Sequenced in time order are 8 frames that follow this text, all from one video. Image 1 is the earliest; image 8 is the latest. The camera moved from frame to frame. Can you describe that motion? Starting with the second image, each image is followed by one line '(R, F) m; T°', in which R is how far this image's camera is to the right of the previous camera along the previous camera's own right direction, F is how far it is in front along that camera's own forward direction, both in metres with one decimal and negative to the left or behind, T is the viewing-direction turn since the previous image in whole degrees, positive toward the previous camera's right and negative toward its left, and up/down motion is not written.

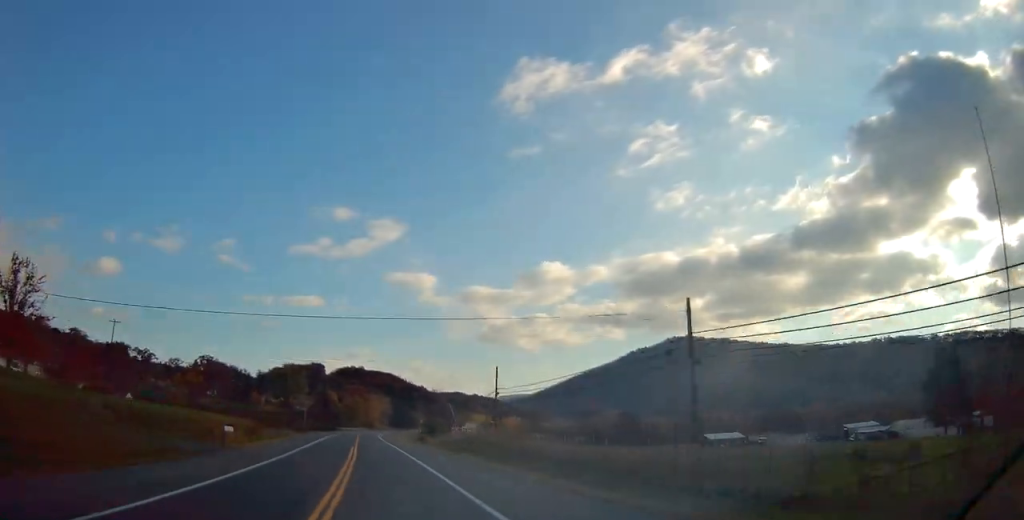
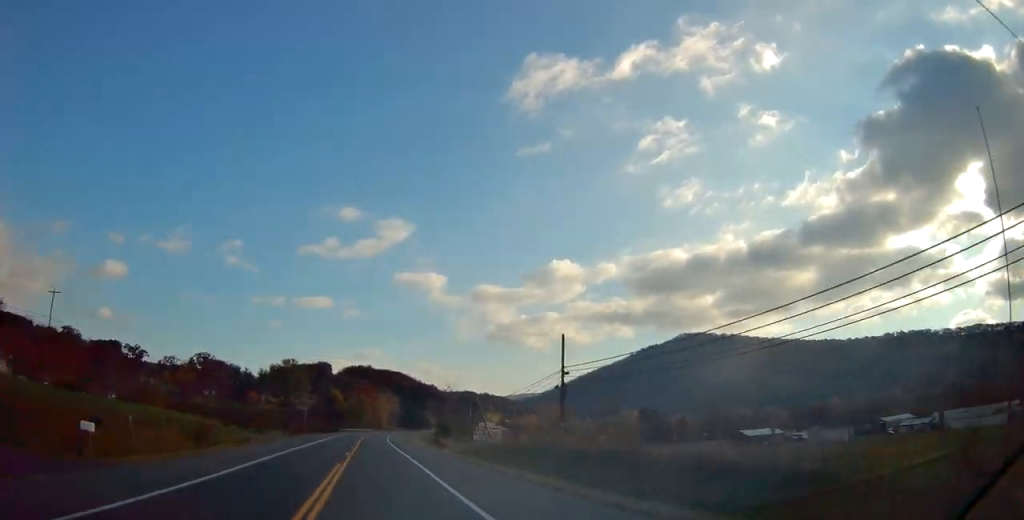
(-0.3, +19.6) m; -1°
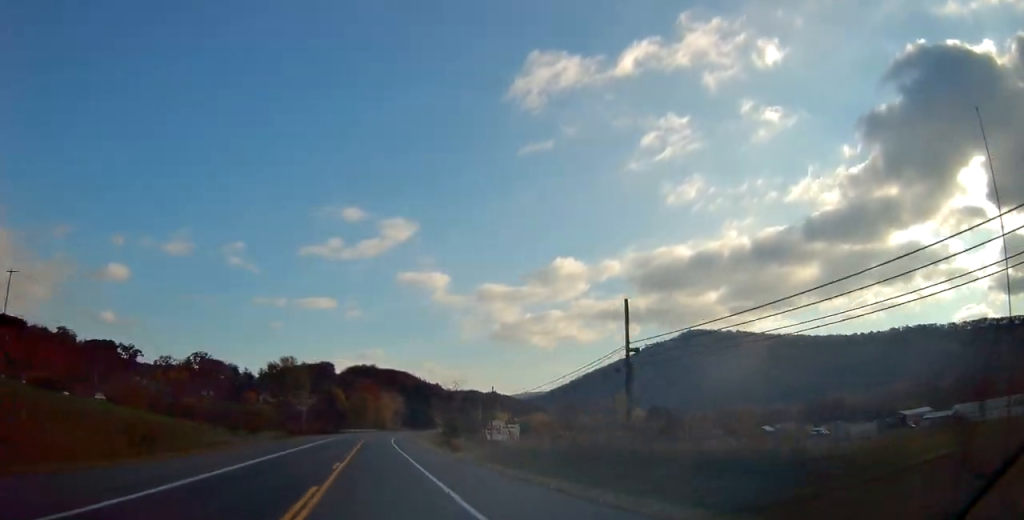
(0.0, +10.2) m; -1°
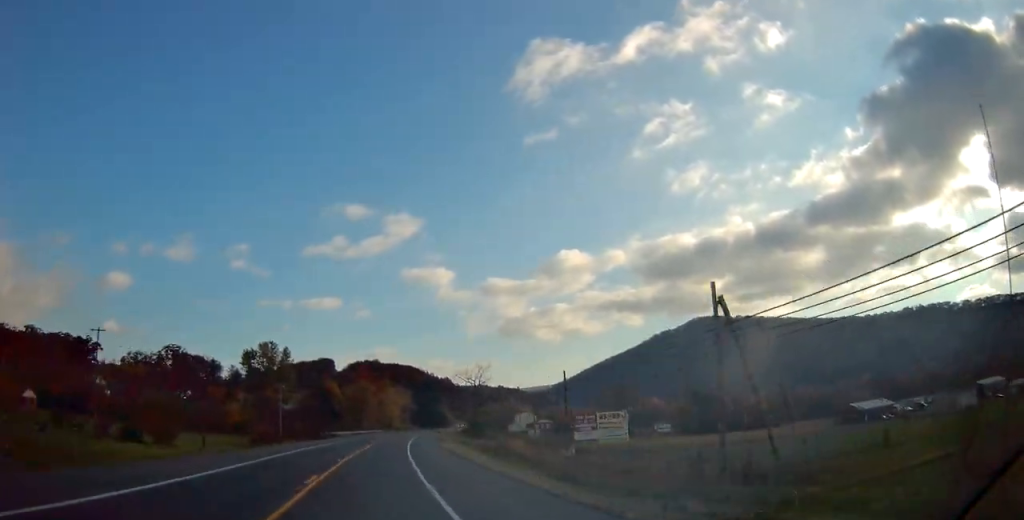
(-0.4, +42.6) m; 0°
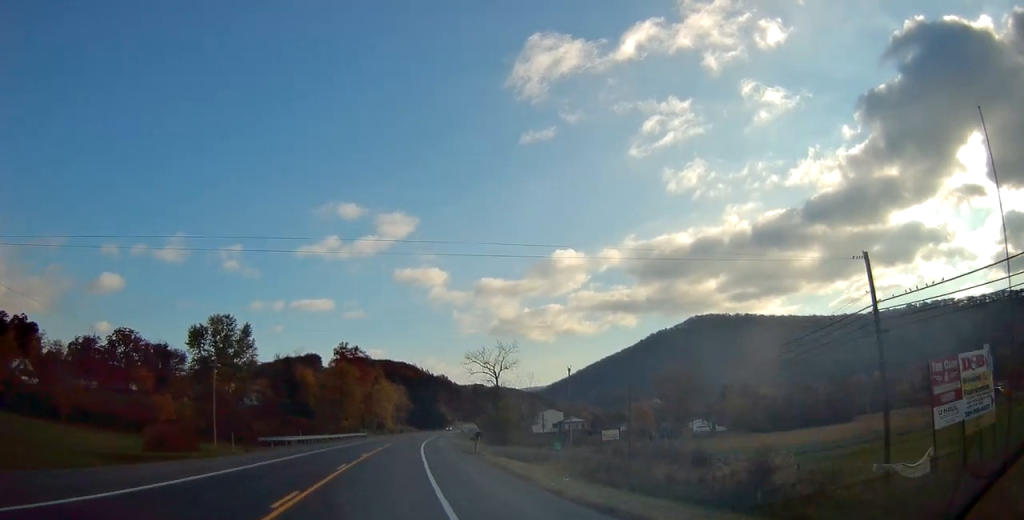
(-0.1, +40.8) m; 0°
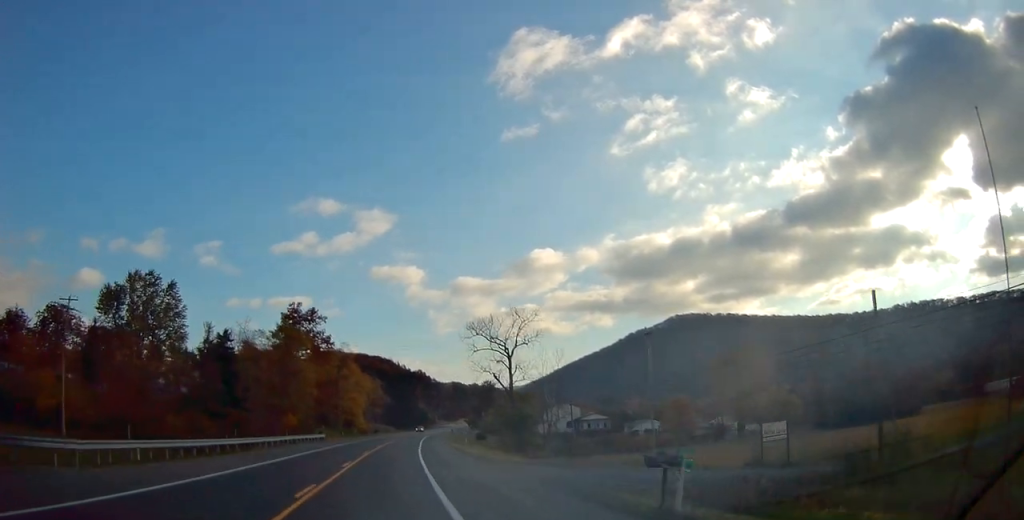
(+0.3, +34.1) m; +1°
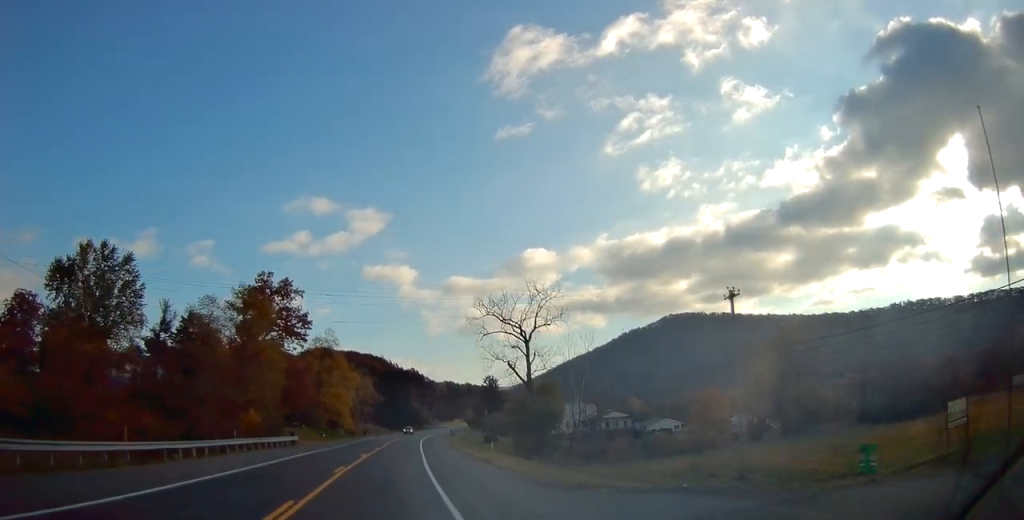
(+0.1, +15.3) m; +1°
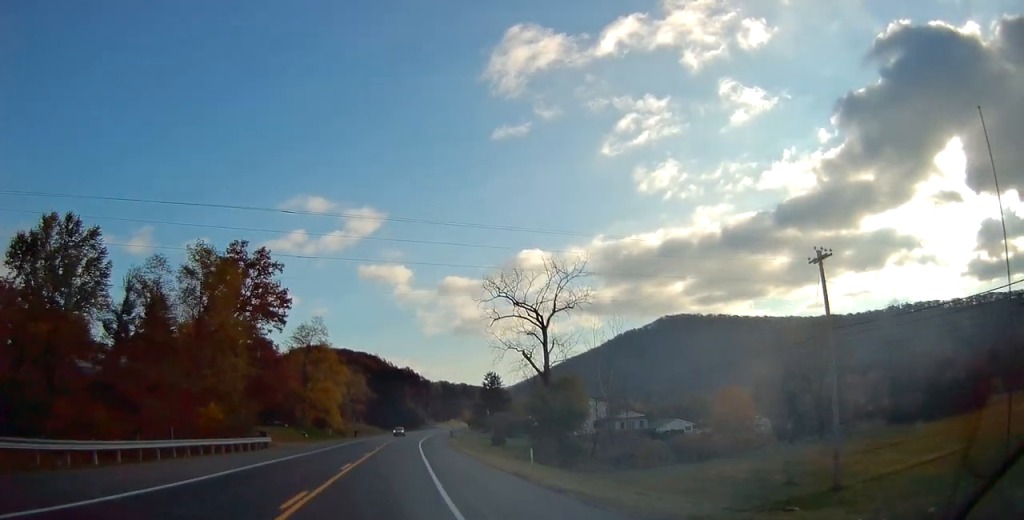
(+0.1, +10.2) m; +1°
